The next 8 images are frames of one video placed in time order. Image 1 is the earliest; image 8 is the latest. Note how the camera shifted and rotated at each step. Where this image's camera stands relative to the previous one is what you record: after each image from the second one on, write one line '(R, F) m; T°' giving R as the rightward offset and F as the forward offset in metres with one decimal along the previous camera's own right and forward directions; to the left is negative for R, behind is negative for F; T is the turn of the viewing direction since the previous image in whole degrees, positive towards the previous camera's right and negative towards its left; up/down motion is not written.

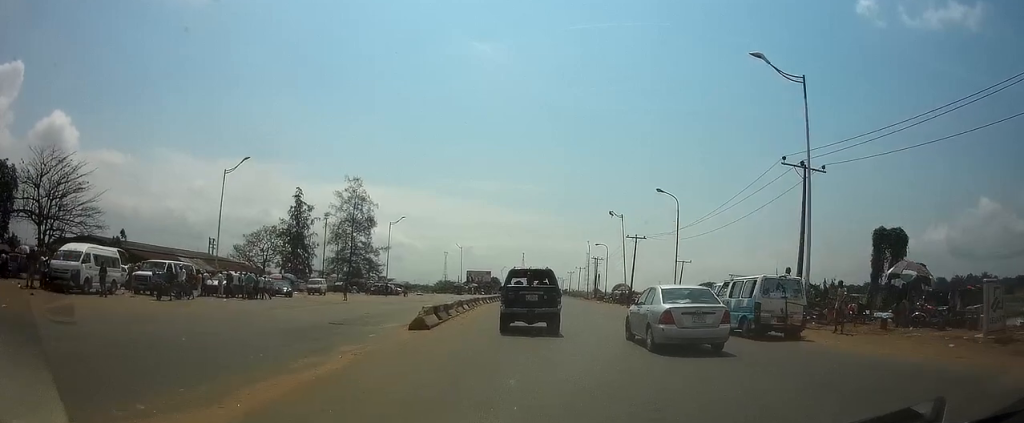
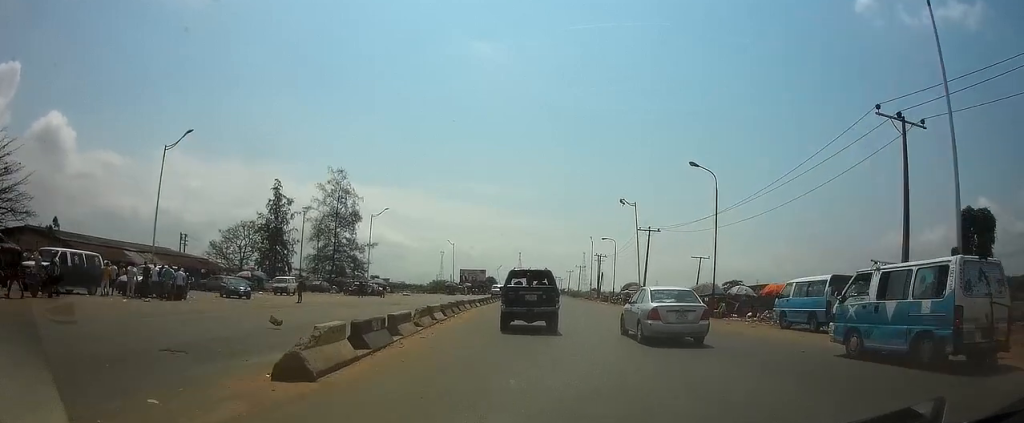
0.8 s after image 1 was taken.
(0.0, +9.2) m; 0°
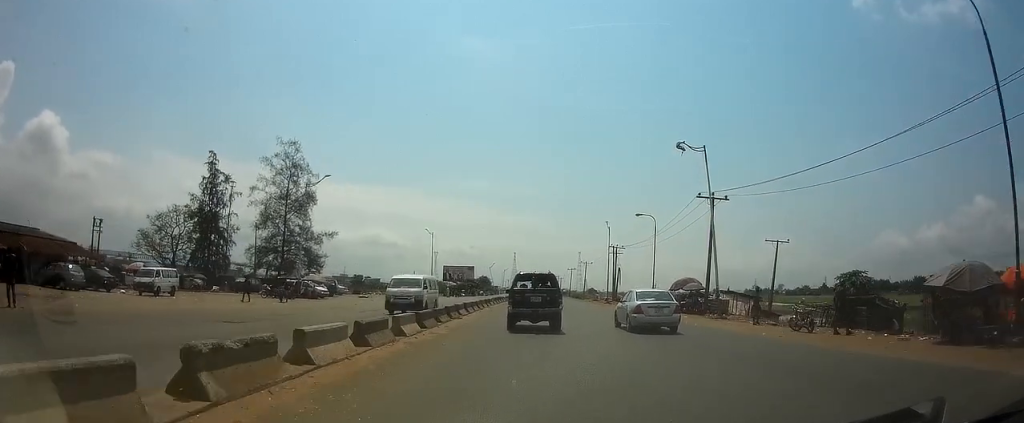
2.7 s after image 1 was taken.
(+0.2, +22.8) m; +1°
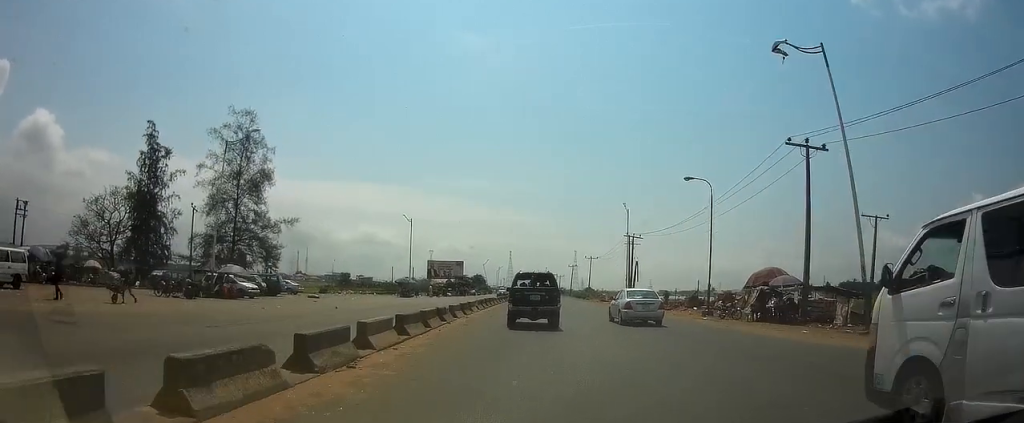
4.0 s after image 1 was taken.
(0.0, +15.7) m; 0°
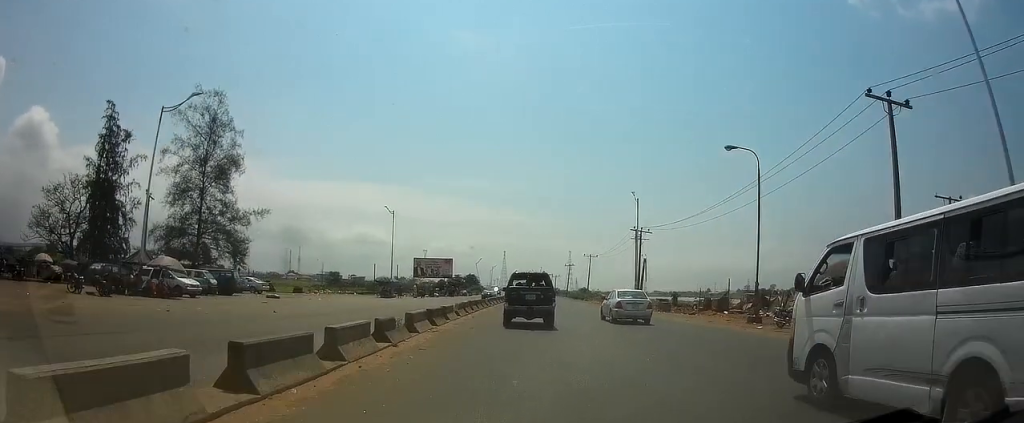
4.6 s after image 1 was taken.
(0.0, +8.0) m; 0°
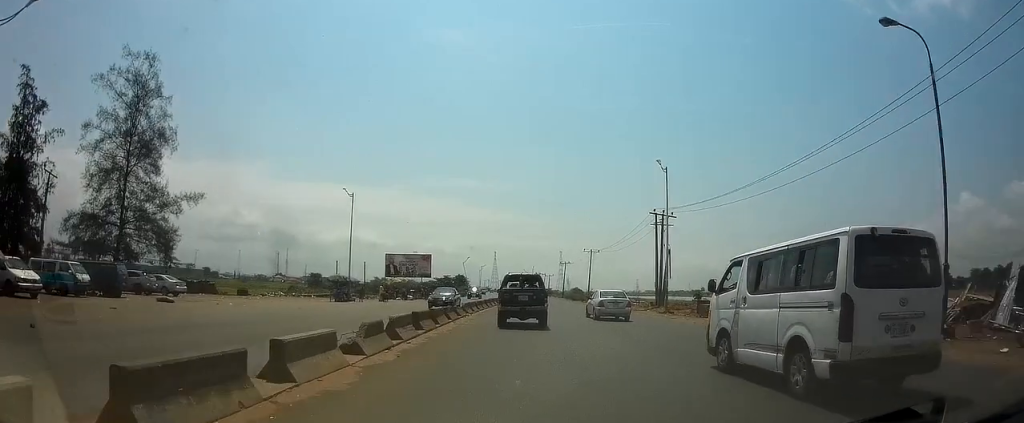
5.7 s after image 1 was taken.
(+0.1, +13.7) m; +1°
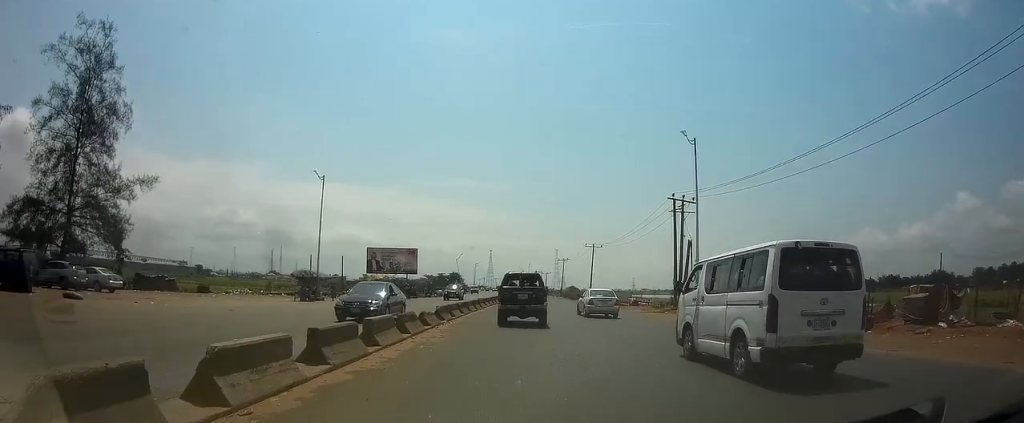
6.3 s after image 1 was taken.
(0.0, +7.8) m; 0°
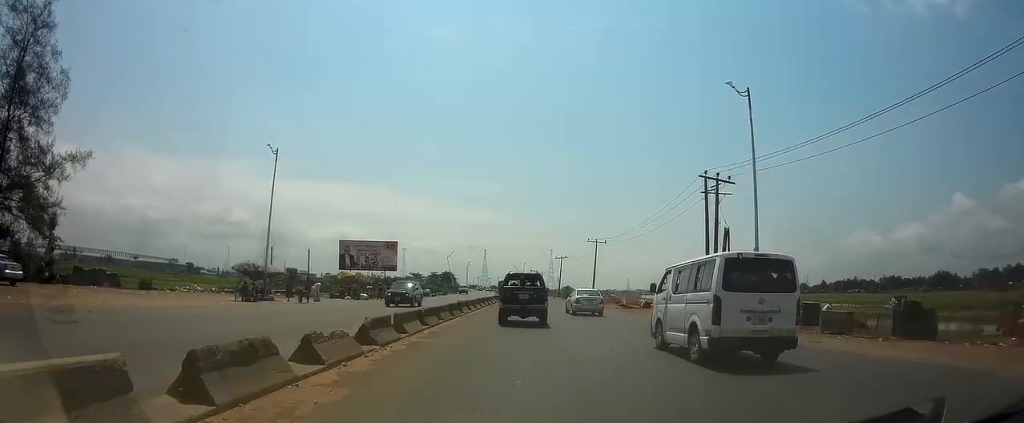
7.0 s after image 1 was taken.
(0.0, +9.5) m; +1°
